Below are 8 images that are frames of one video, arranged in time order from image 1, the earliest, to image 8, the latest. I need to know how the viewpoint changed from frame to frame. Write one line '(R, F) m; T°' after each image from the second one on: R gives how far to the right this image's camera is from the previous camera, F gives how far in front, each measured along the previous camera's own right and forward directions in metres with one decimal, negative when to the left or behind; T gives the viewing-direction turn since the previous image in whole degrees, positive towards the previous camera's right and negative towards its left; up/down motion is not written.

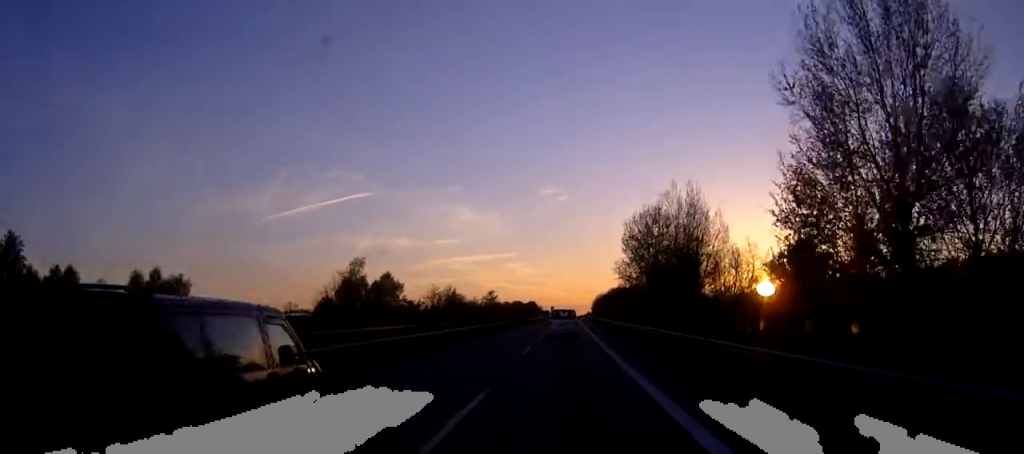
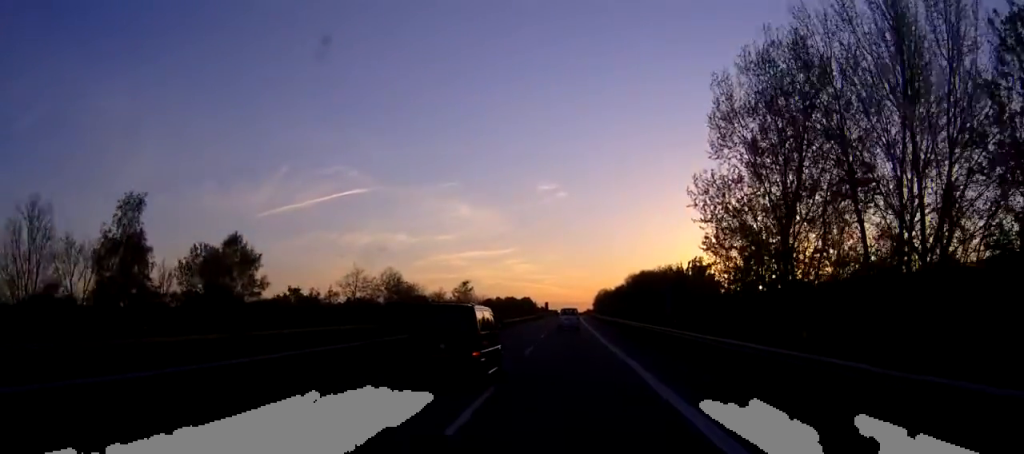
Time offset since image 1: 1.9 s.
(+0.1, +52.4) m; 0°
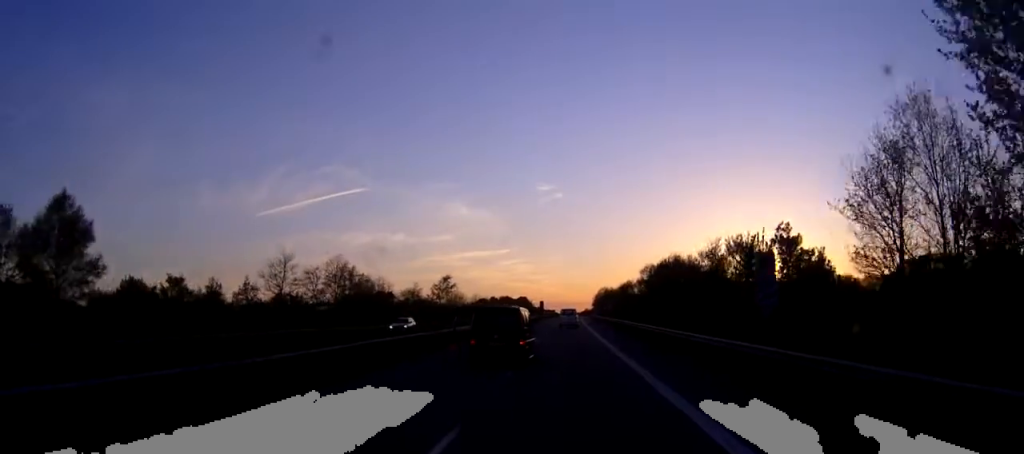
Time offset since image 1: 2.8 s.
(0.0, +23.5) m; 0°
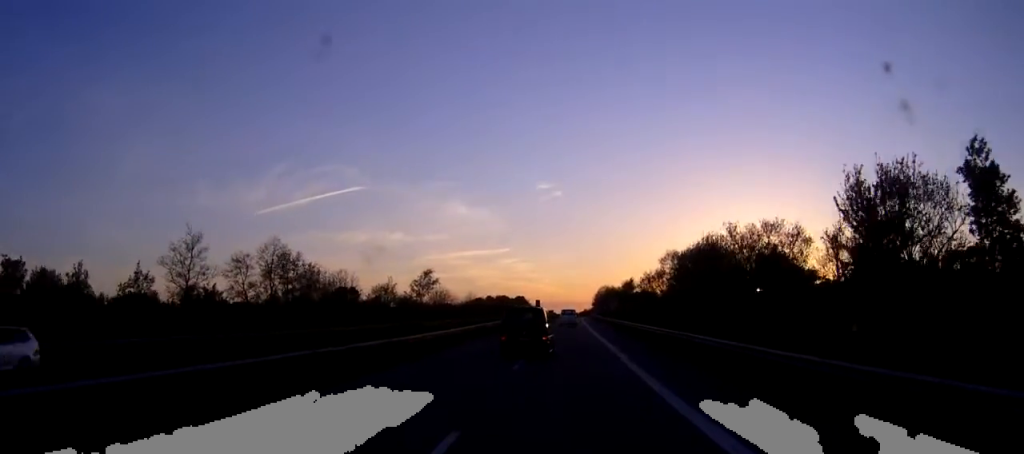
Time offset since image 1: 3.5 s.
(0.0, +18.1) m; 0°
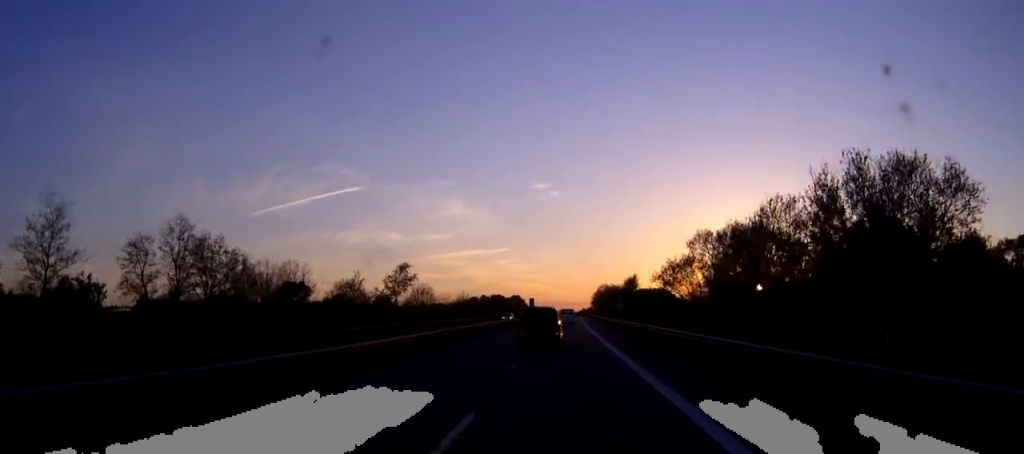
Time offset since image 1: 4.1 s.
(0.0, +16.3) m; 0°
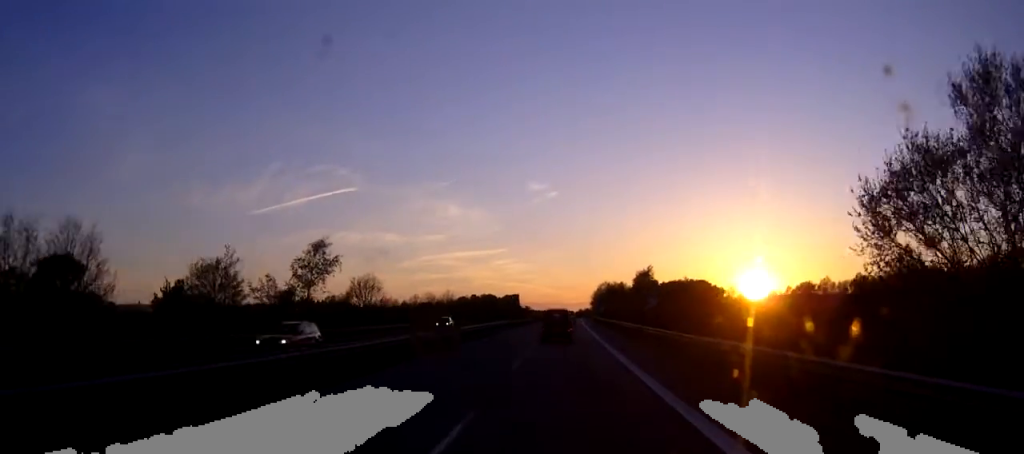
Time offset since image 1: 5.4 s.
(+0.1, +36.1) m; 0°
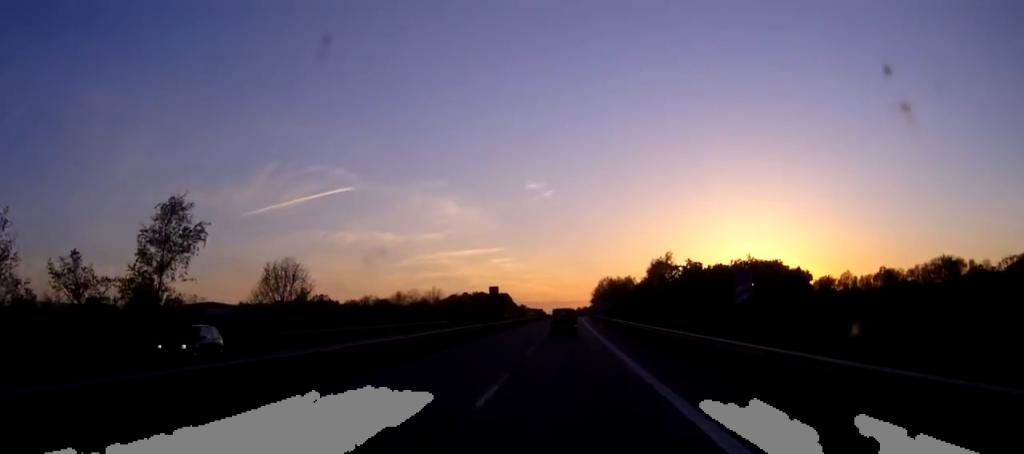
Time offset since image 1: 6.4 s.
(0.0, +28.1) m; 0°
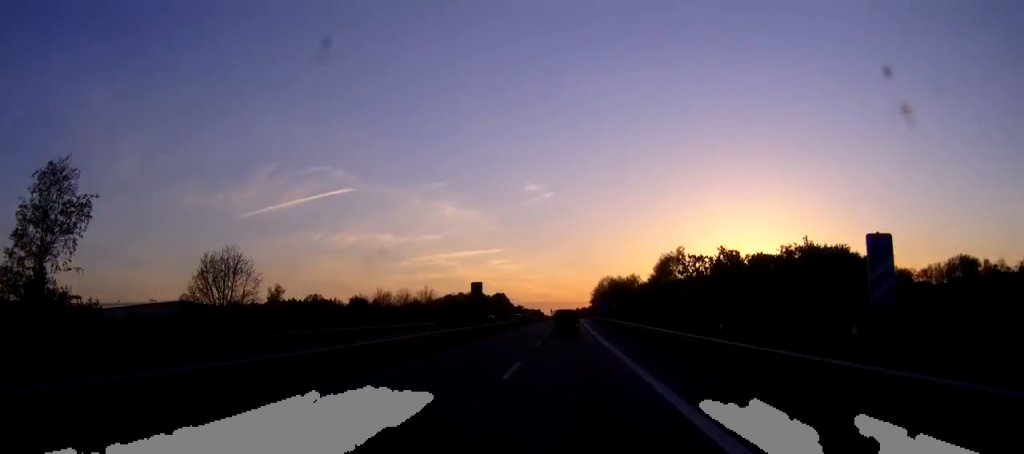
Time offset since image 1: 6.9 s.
(0.0, +12.7) m; 0°
